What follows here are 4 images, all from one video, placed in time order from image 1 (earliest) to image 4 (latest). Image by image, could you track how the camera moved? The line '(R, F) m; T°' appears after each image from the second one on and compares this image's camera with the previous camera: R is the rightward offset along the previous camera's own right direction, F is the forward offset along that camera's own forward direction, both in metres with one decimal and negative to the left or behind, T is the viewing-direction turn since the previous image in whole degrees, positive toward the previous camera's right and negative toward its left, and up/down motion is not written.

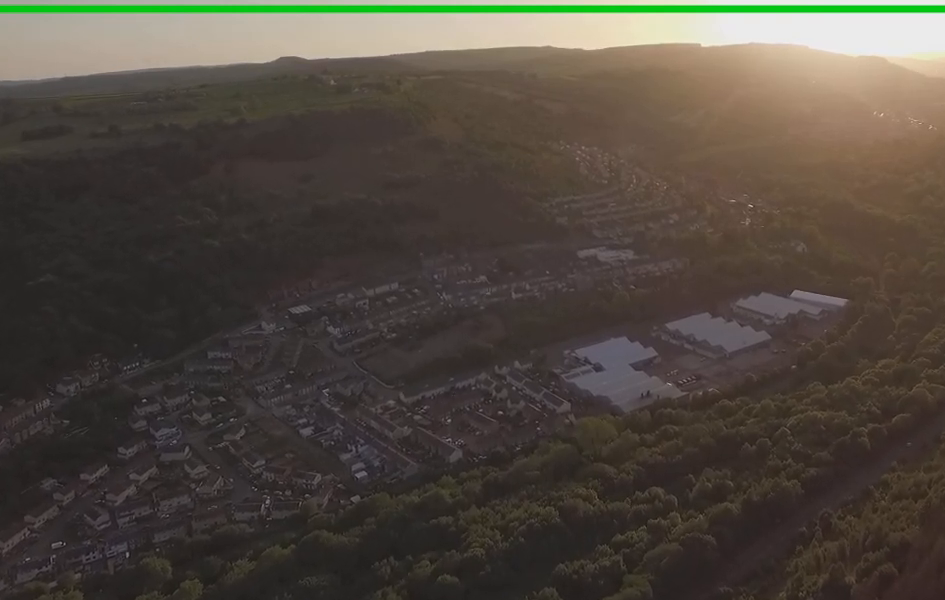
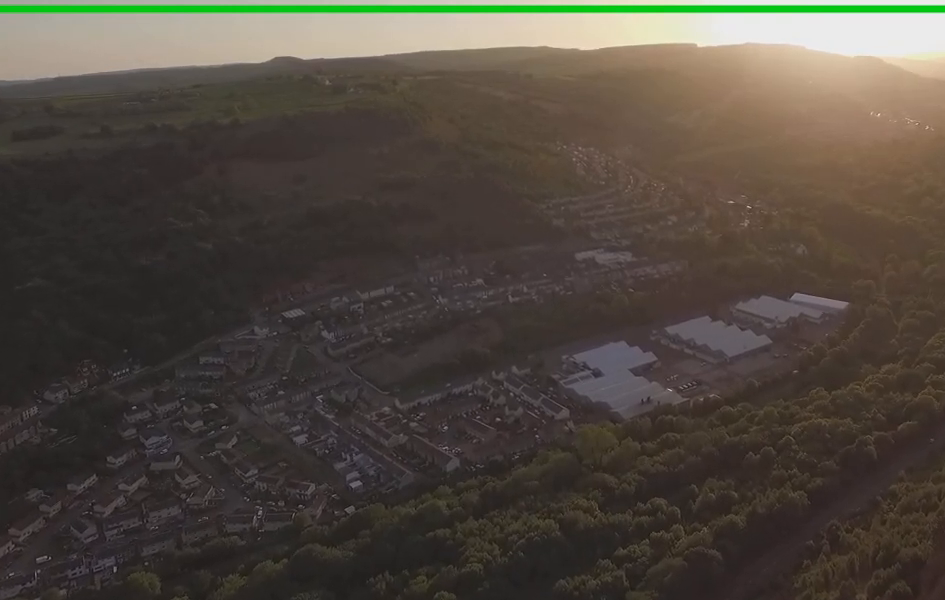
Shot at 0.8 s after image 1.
(0.0, +10.0) m; +1°
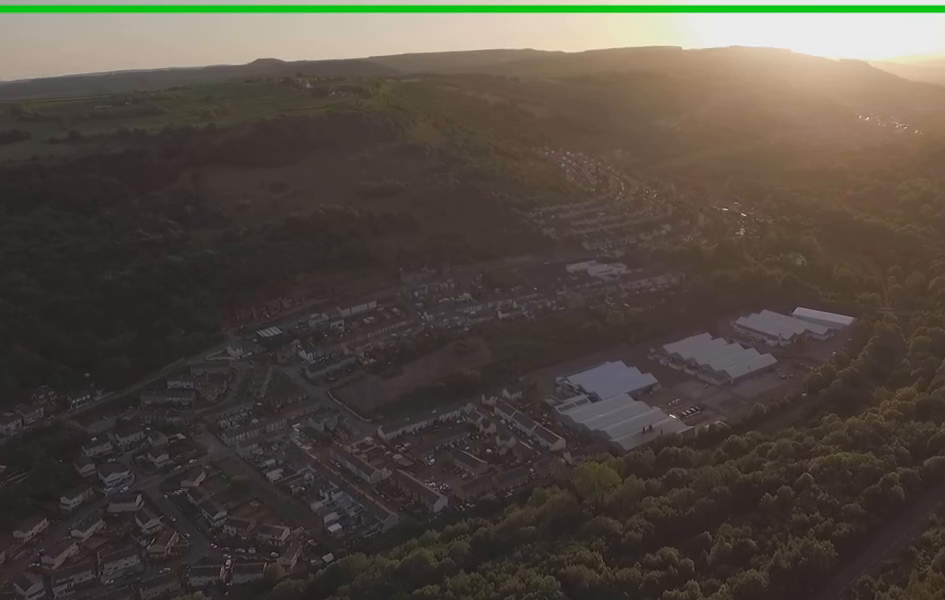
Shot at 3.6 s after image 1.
(+1.5, +35.4) m; +5°
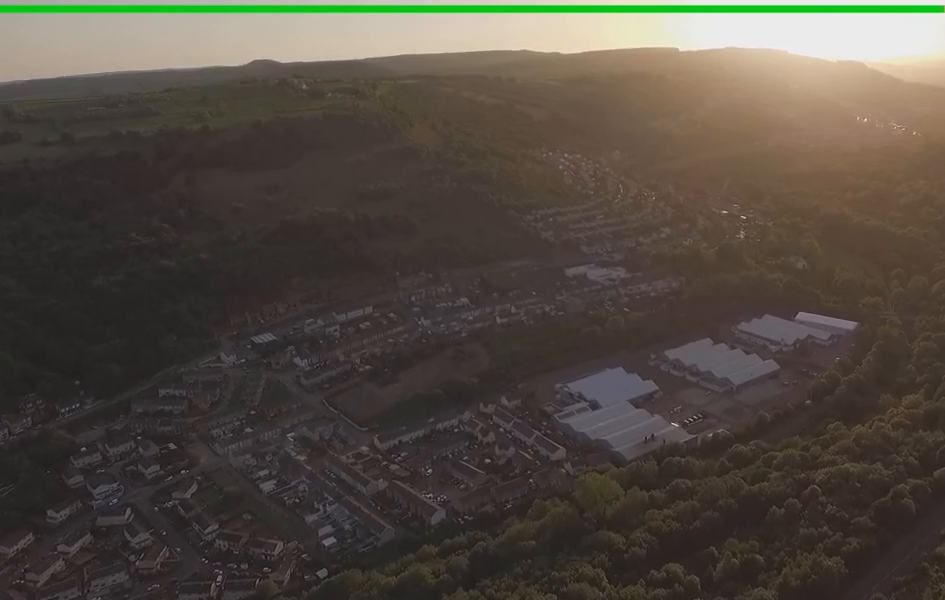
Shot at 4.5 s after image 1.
(+0.1, +9.6) m; +1°
